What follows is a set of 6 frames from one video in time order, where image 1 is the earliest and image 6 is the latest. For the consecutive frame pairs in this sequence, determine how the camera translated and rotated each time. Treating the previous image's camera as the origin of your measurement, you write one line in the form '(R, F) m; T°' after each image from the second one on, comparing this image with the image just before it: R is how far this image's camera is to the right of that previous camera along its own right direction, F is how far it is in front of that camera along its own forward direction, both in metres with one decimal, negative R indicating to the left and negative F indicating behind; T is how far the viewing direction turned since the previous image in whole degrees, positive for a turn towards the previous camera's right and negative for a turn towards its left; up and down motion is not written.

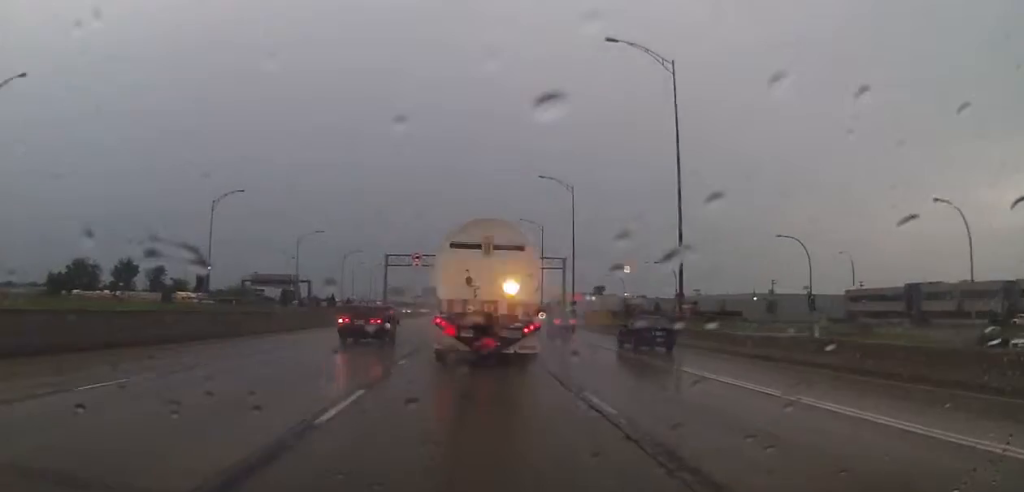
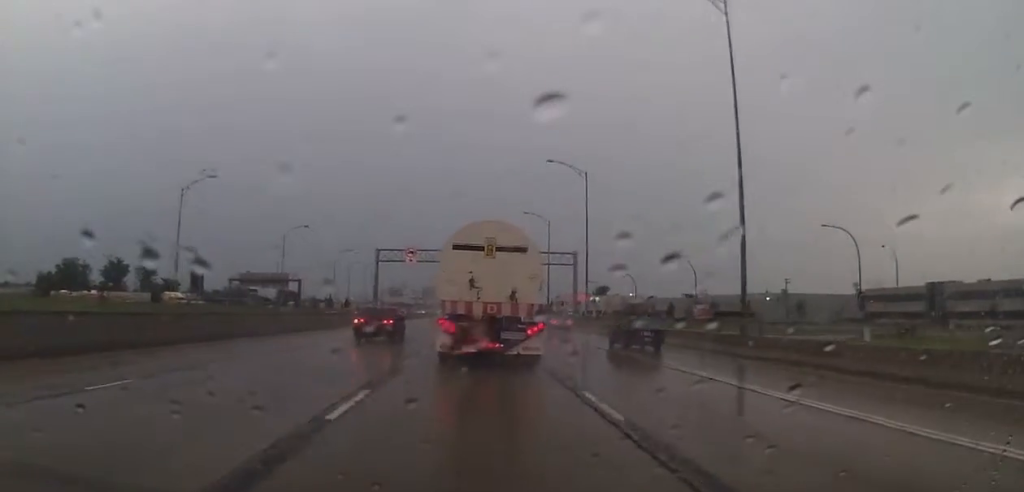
(-0.1, +8.6) m; 0°
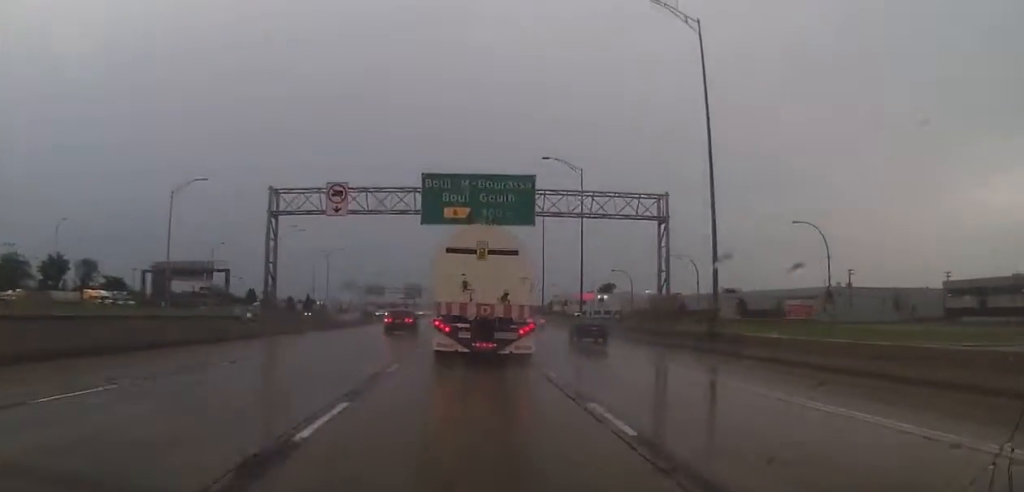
(+0.1, +37.4) m; 0°
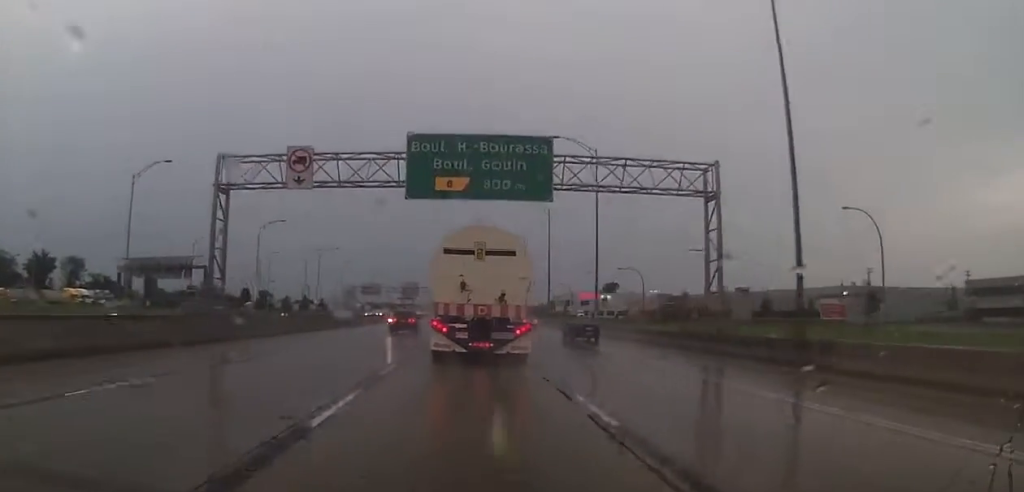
(-0.2, +8.1) m; 0°
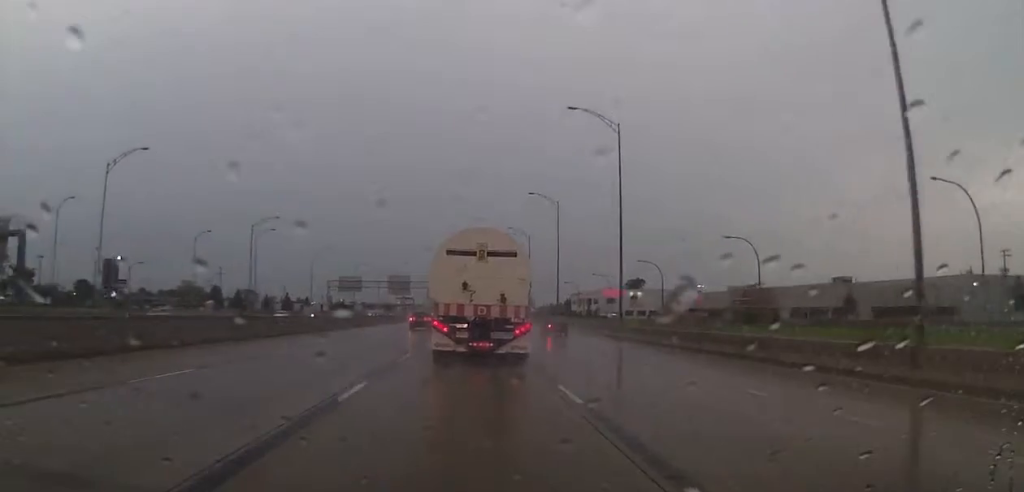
(+0.3, +42.3) m; 0°
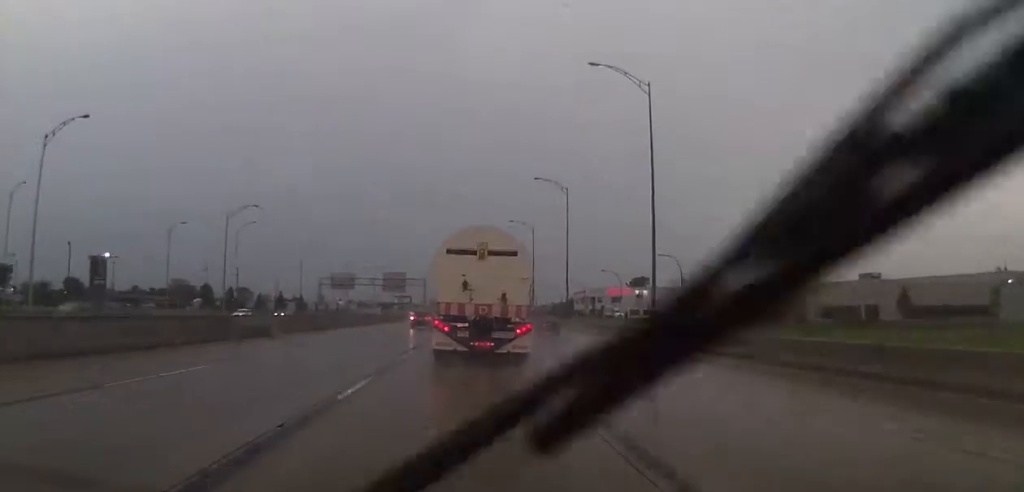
(0.0, +9.2) m; 0°
